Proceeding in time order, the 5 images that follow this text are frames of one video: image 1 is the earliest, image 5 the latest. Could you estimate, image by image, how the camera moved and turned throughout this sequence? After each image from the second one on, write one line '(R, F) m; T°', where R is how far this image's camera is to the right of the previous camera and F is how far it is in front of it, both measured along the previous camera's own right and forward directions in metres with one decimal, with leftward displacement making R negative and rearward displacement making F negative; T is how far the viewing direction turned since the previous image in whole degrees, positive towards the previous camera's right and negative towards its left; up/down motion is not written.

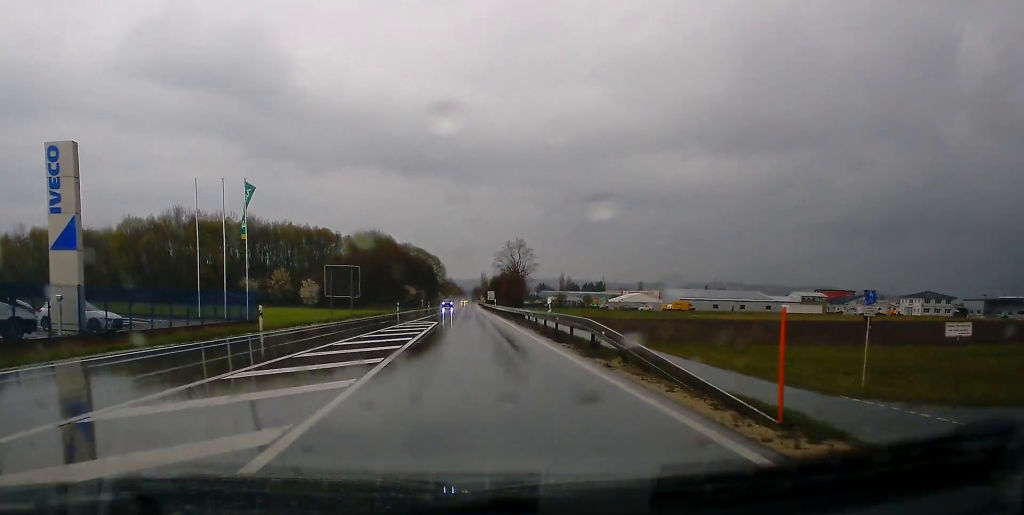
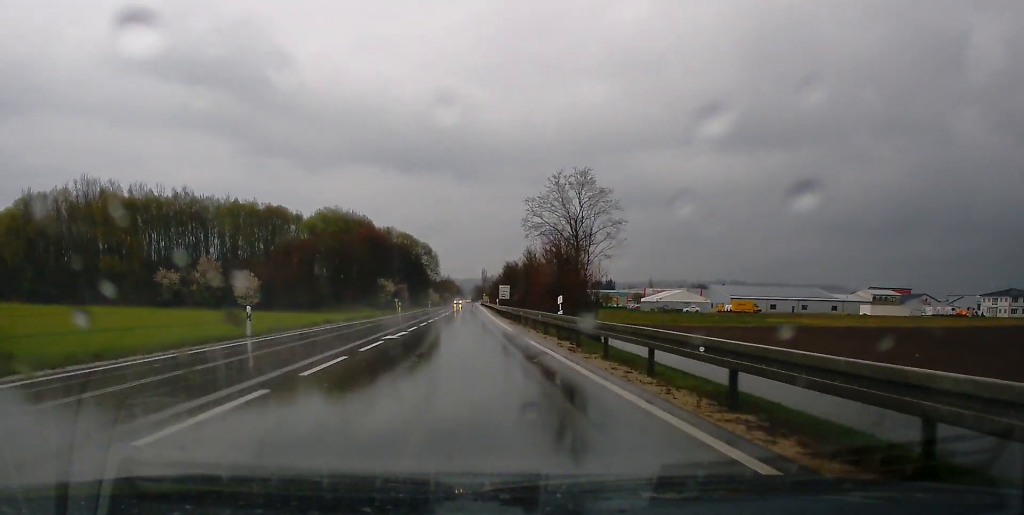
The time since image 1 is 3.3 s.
(+0.2, +52.6) m; +1°
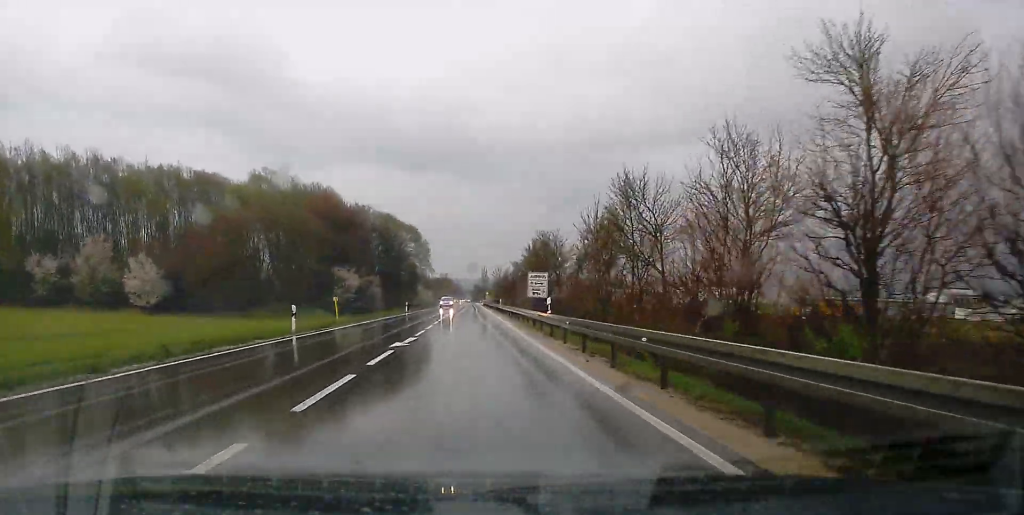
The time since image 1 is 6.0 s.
(+0.5, +44.7) m; 0°
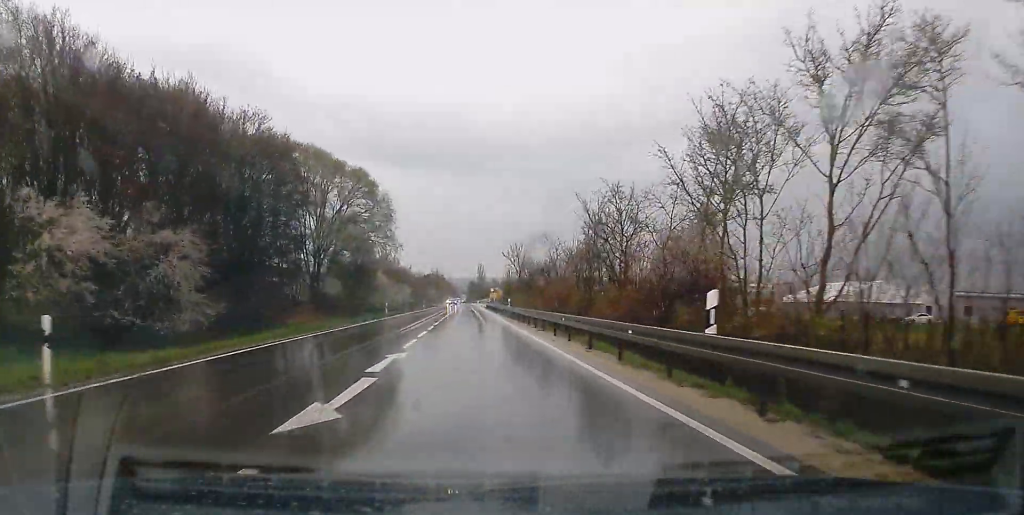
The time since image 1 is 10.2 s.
(-1.1, +66.2) m; -1°
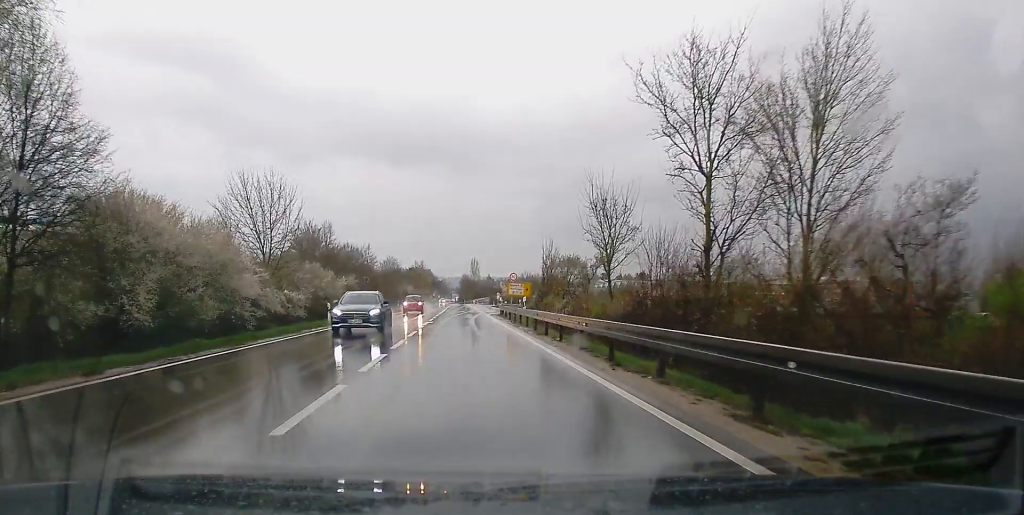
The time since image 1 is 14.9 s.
(+1.4, +72.8) m; +2°
